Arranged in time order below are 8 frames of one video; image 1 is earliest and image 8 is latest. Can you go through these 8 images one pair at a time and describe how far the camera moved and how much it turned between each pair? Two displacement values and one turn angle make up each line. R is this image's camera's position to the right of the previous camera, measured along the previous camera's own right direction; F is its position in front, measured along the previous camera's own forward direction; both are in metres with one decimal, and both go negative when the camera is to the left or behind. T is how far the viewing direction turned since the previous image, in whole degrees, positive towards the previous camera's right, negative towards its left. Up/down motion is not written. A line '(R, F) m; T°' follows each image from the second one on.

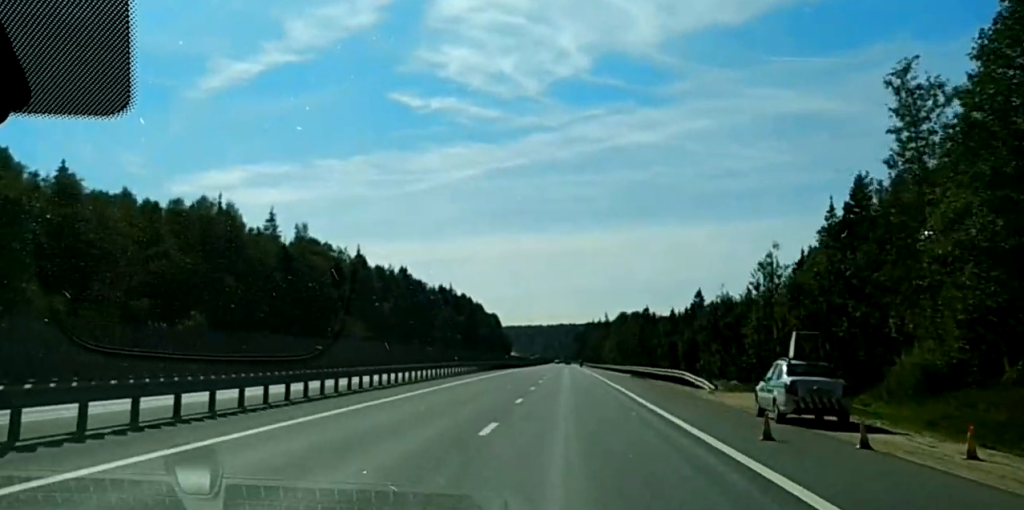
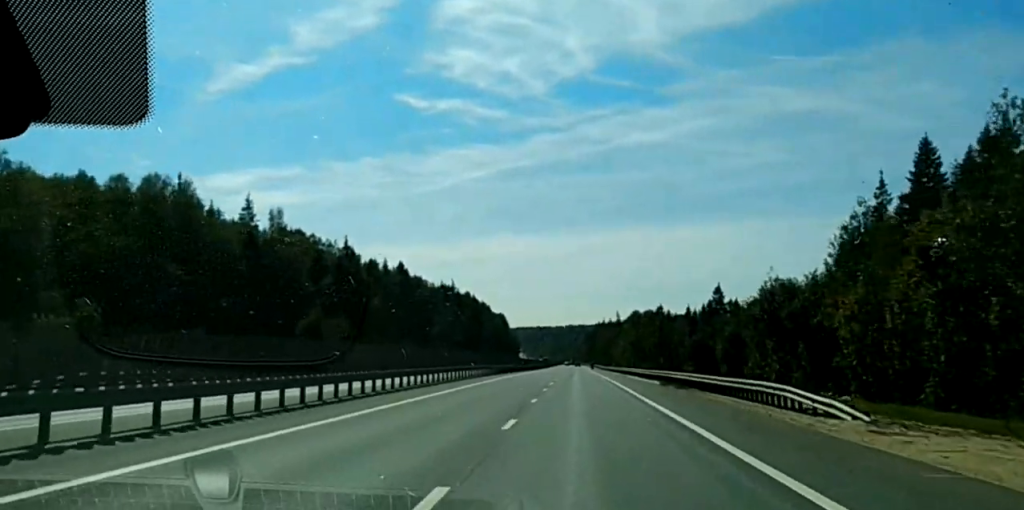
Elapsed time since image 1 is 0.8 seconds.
(-0.1, +26.3) m; 0°
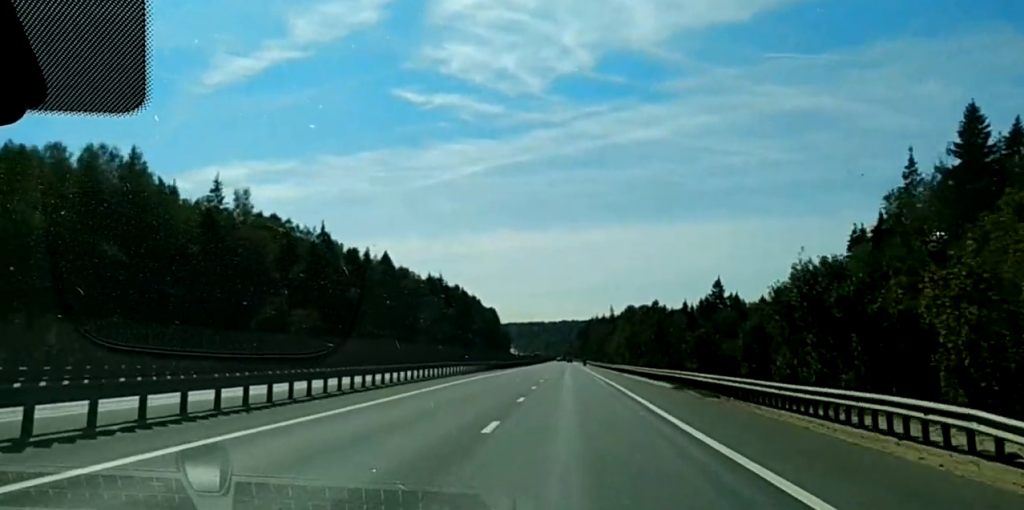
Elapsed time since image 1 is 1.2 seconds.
(0.0, +17.6) m; 0°
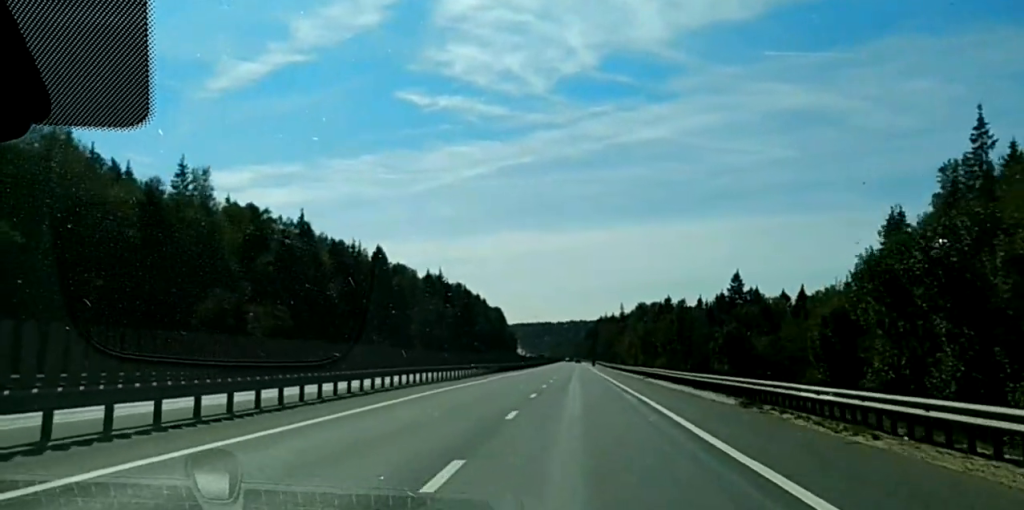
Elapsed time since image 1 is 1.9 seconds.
(0.0, +24.1) m; +1°
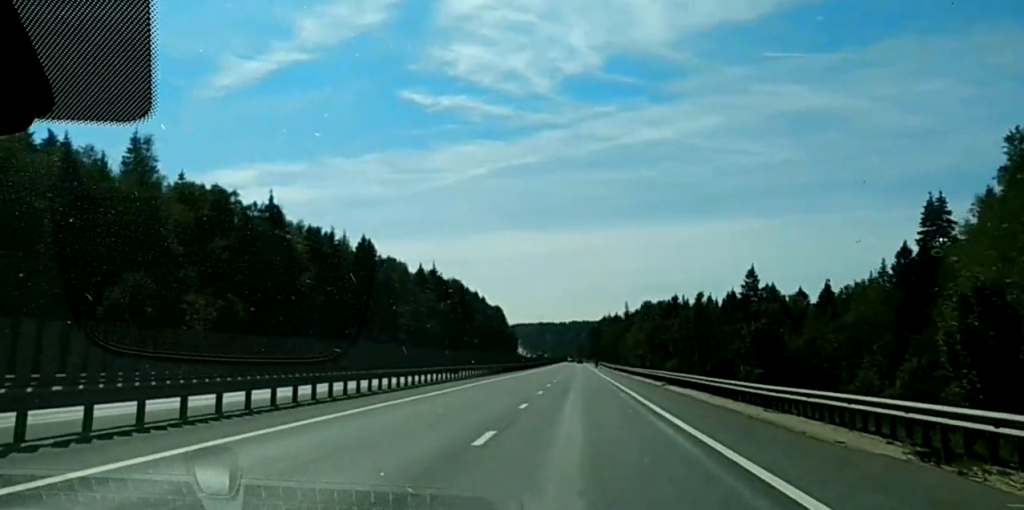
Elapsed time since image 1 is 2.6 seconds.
(-0.4, +22.9) m; +2°
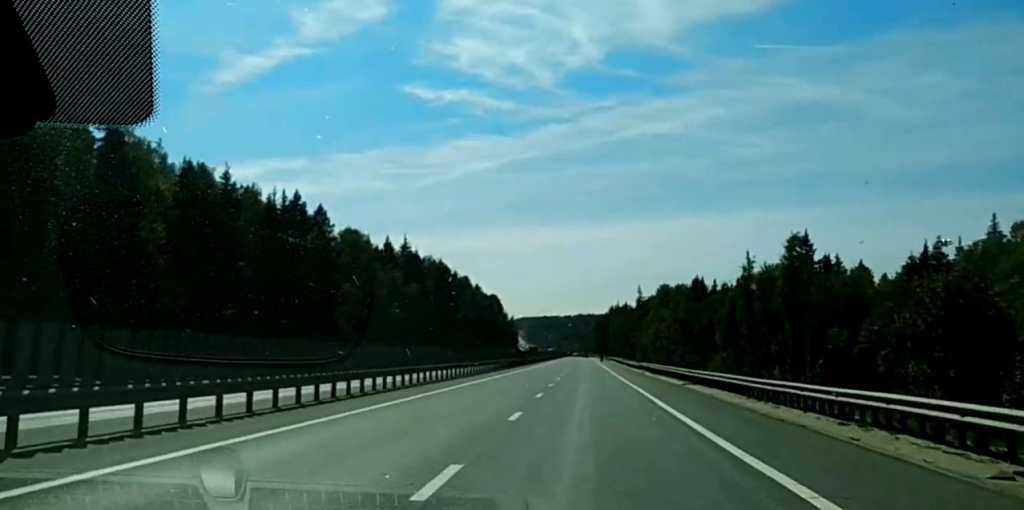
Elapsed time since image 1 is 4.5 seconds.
(+4.5, +55.1) m; +6°
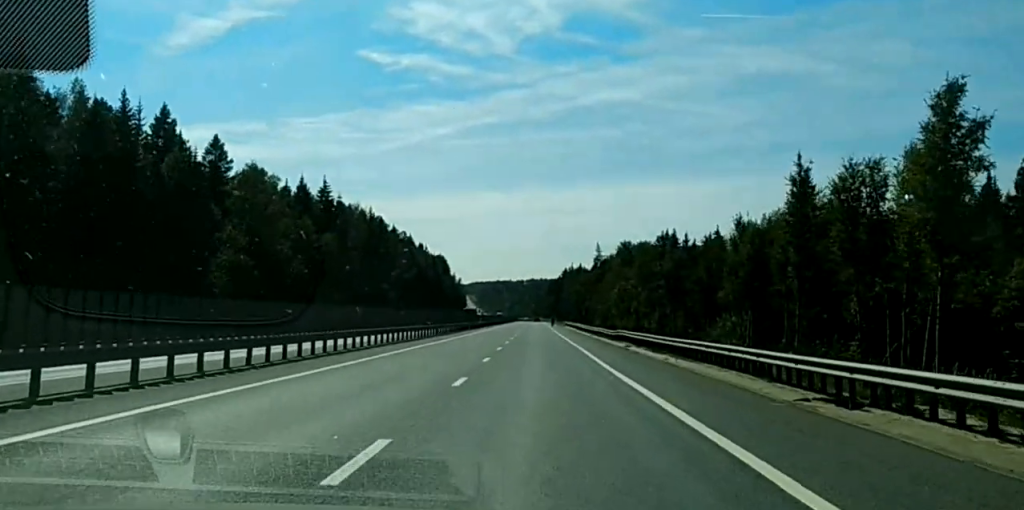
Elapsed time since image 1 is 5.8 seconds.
(-0.1, +36.1) m; -2°
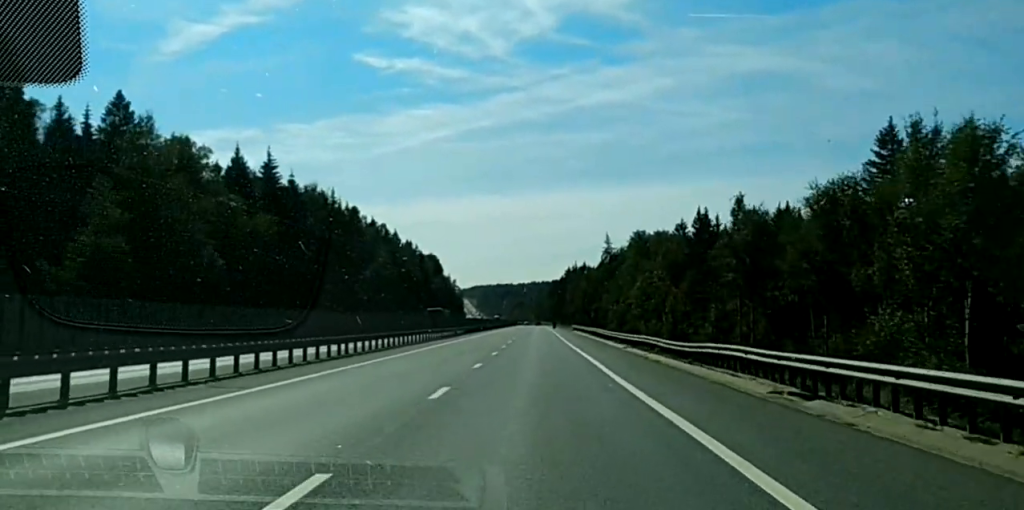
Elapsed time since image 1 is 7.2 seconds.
(-1.1, +36.6) m; -2°
